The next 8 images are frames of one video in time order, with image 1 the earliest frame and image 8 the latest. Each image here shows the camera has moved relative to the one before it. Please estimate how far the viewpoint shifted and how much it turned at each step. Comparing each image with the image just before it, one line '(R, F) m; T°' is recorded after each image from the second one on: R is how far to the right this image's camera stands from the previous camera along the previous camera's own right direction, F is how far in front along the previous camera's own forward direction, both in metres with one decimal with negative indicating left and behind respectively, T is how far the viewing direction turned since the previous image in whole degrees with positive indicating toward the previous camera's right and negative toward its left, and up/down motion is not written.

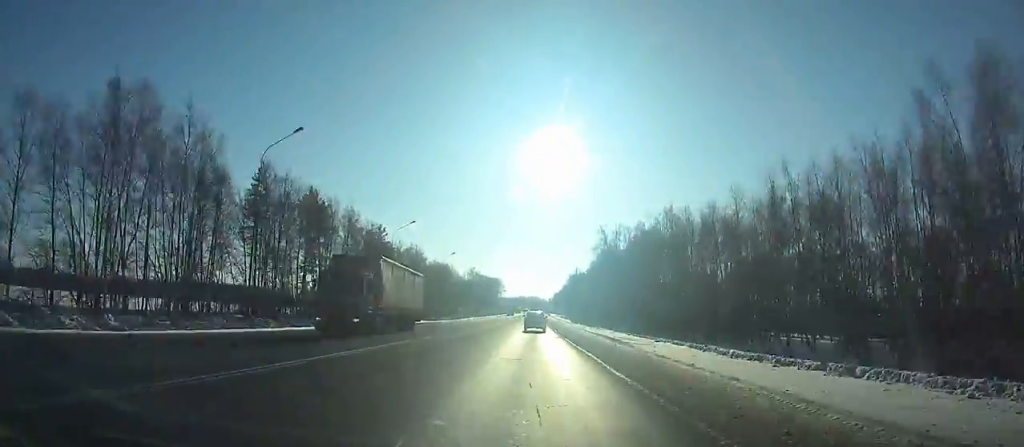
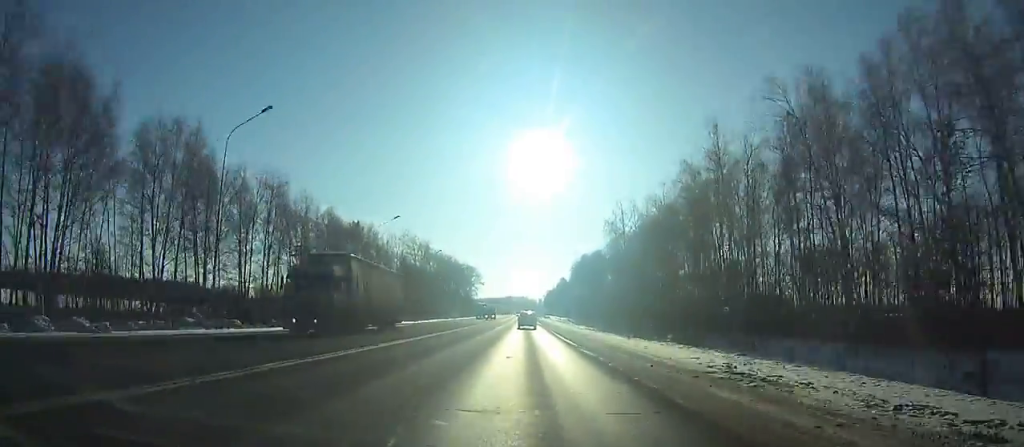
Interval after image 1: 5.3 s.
(+4.5, +108.5) m; +3°
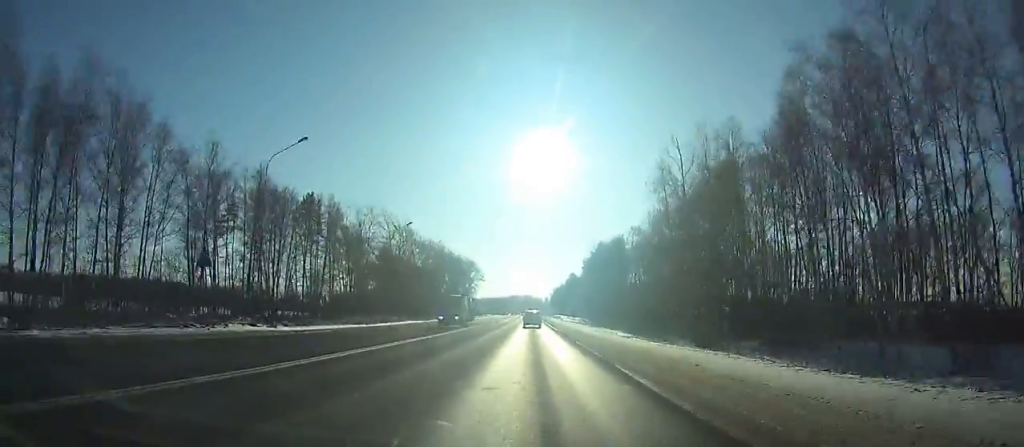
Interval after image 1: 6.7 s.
(0.0, +29.4) m; 0°
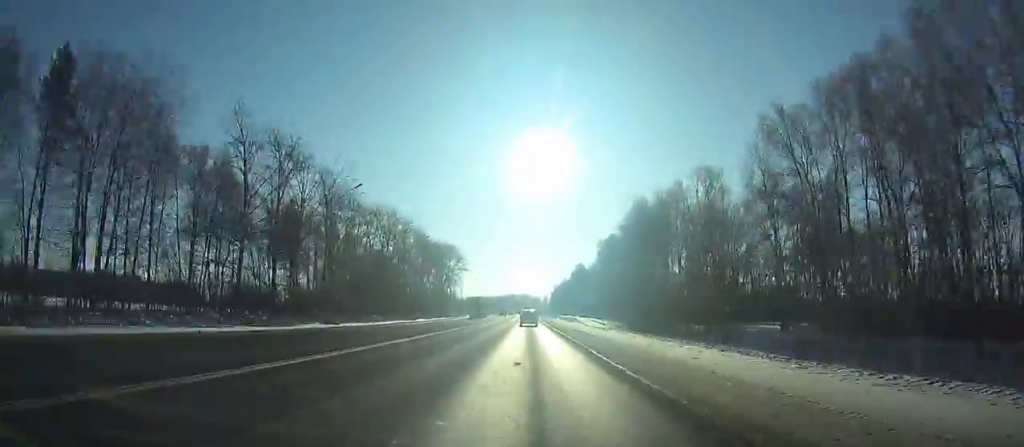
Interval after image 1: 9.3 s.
(0.0, +55.9) m; 0°
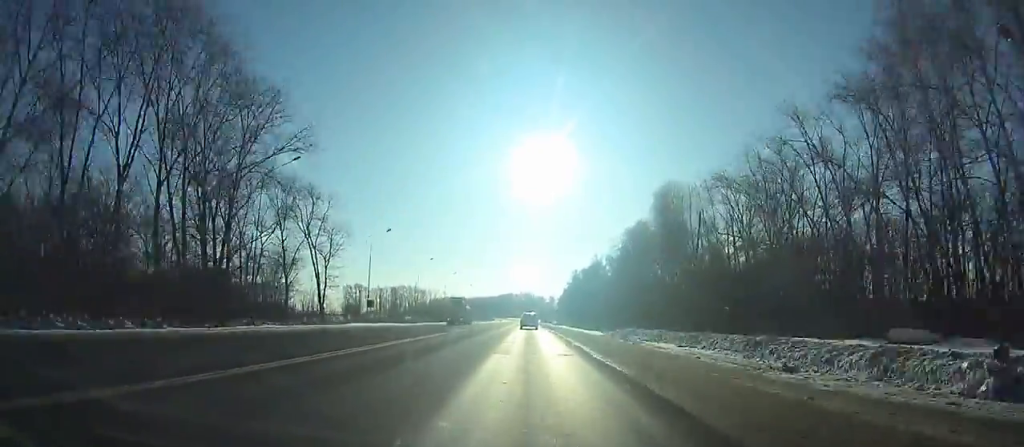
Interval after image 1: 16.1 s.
(+0.1, +149.5) m; 0°
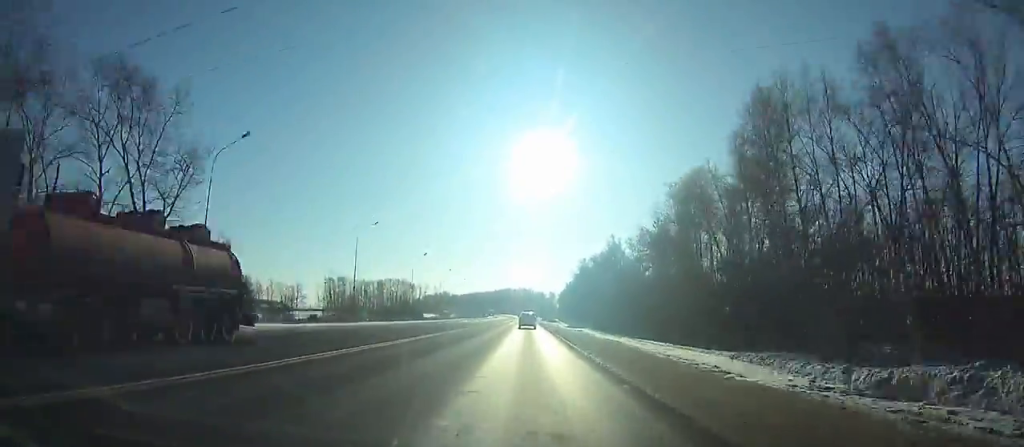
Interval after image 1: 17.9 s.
(0.0, +39.8) m; 0°
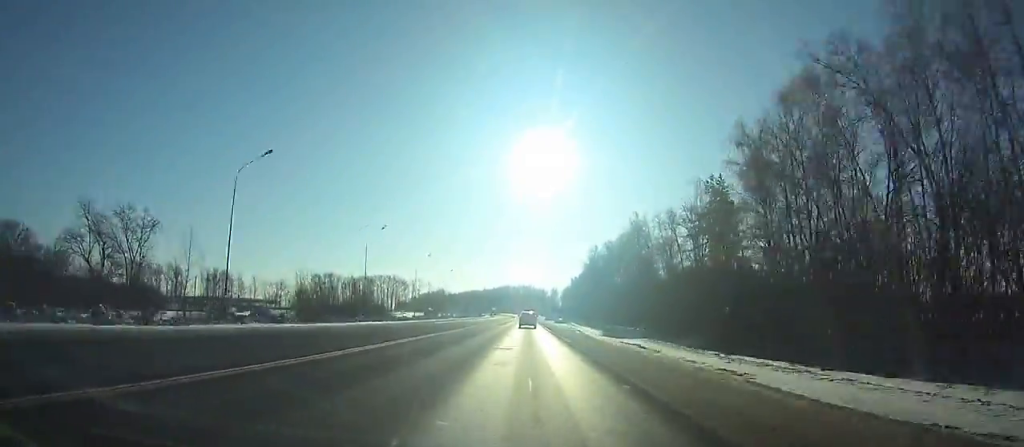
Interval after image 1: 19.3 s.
(0.0, +30.9) m; 0°
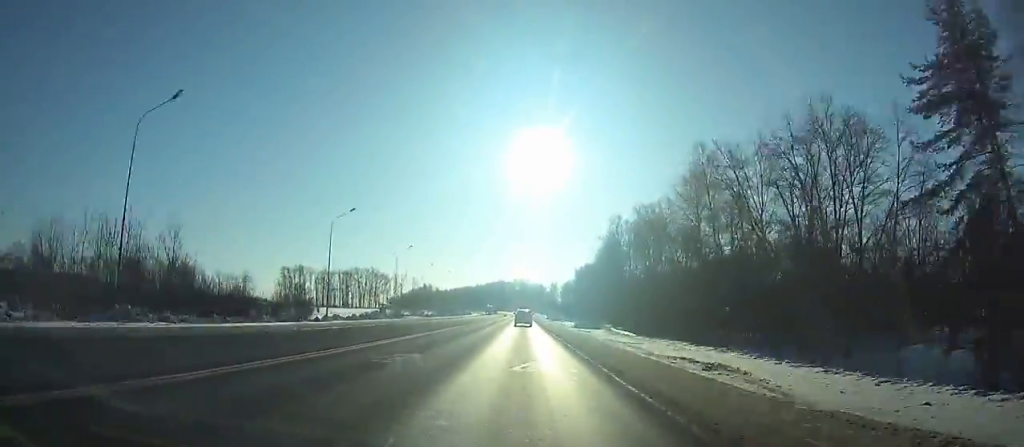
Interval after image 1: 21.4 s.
(0.0, +46.1) m; 0°
